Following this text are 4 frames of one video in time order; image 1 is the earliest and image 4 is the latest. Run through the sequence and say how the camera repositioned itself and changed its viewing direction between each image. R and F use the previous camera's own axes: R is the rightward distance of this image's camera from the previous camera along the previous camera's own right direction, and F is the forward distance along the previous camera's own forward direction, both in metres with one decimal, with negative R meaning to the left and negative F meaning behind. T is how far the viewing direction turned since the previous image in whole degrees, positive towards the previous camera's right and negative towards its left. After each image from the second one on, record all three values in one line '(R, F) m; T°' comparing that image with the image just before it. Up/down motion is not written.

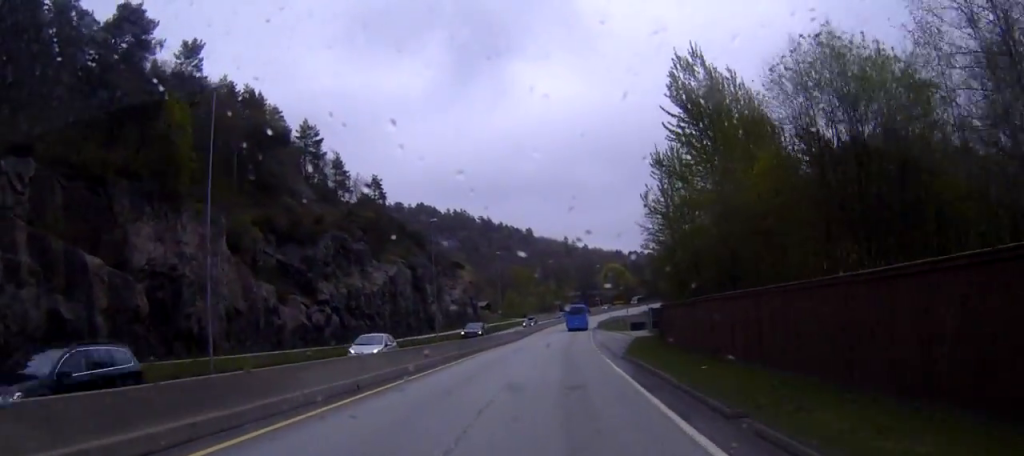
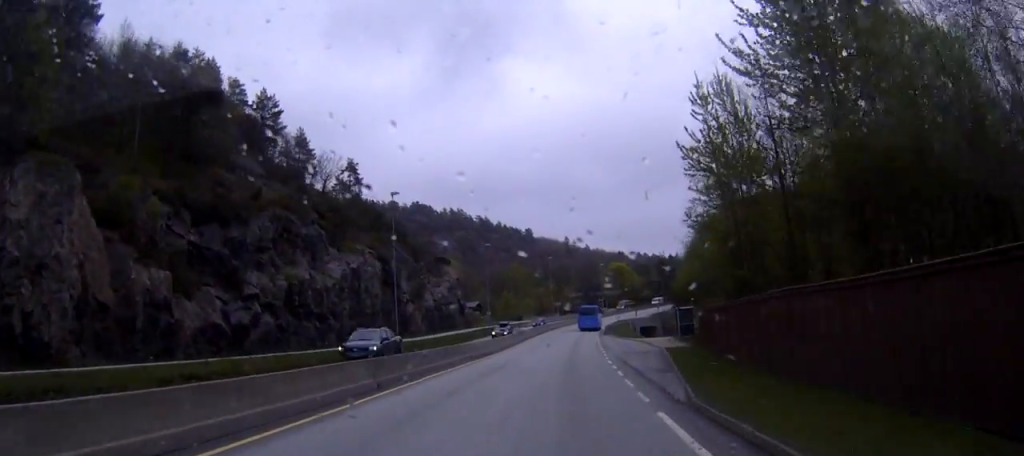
(+0.2, +17.8) m; +1°
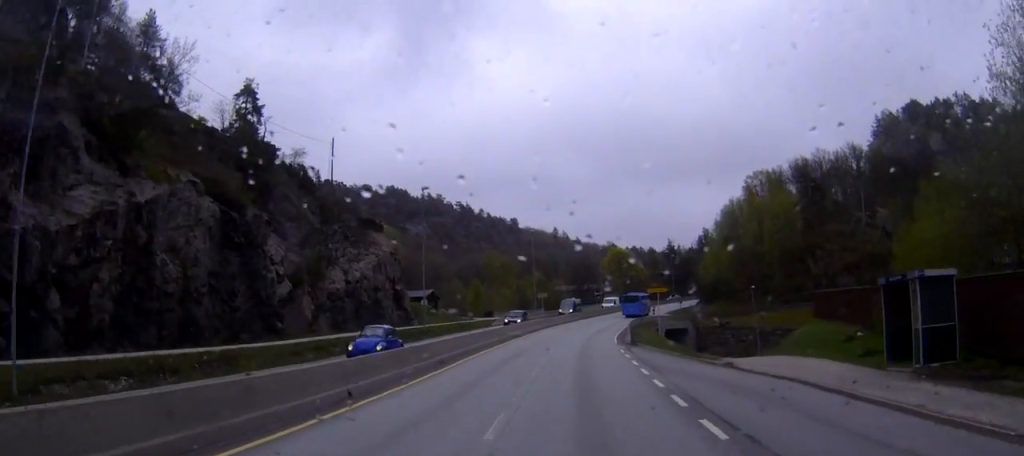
(+0.9, +41.1) m; +3°
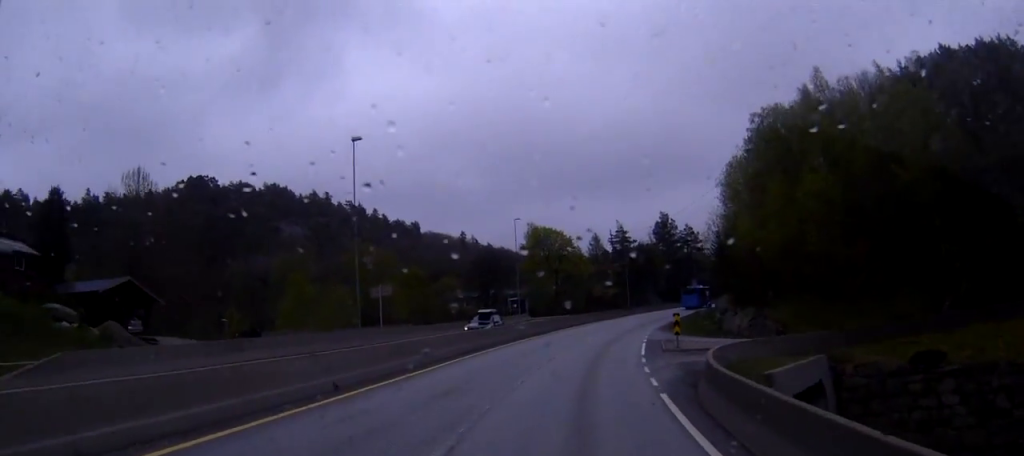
(+2.3, +62.4) m; +7°
